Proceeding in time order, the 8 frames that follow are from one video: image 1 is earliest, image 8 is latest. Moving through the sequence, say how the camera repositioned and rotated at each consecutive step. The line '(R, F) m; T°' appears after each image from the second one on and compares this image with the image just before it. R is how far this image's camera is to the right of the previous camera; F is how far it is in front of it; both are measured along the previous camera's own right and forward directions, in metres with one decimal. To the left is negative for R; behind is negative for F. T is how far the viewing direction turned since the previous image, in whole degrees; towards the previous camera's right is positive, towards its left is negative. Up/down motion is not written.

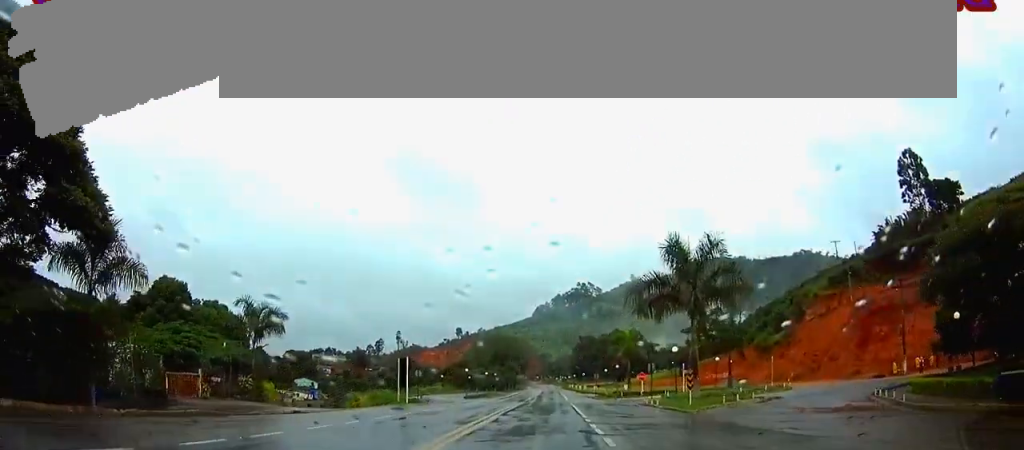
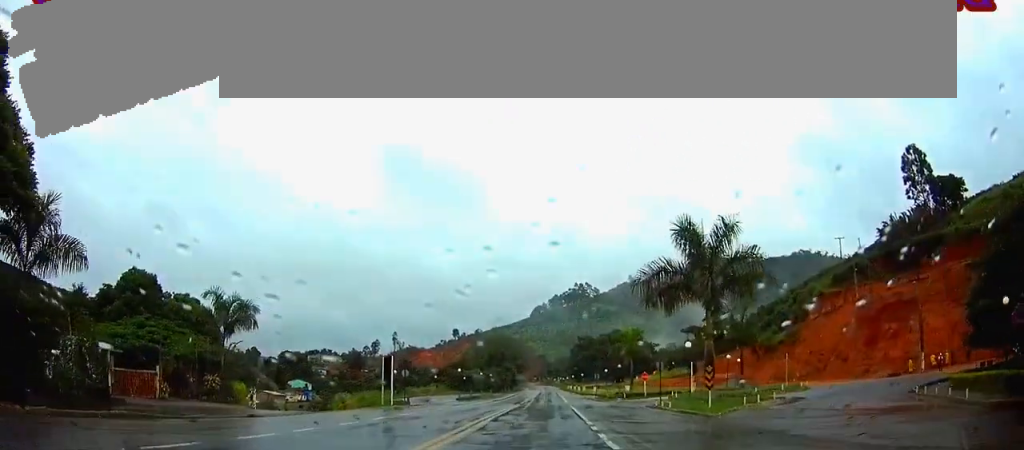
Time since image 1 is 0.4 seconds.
(0.0, +4.0) m; 0°
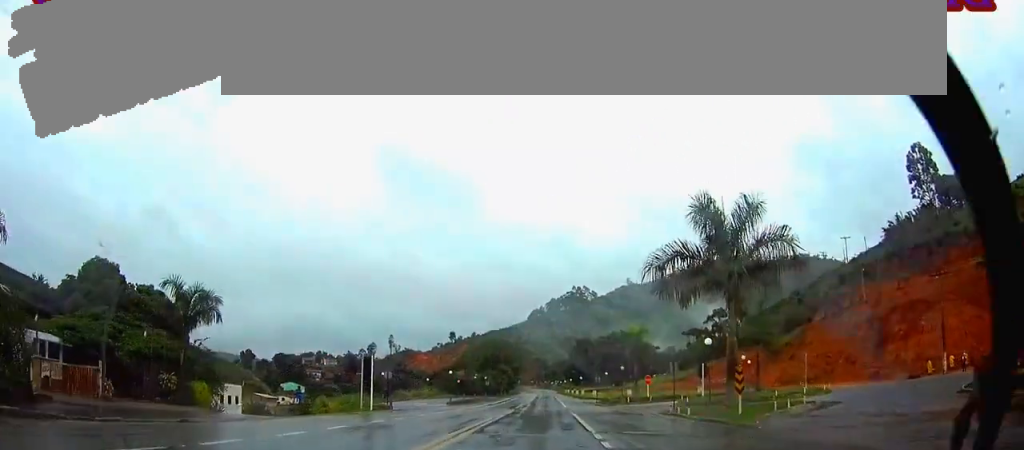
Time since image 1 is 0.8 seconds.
(0.0, +4.7) m; 0°
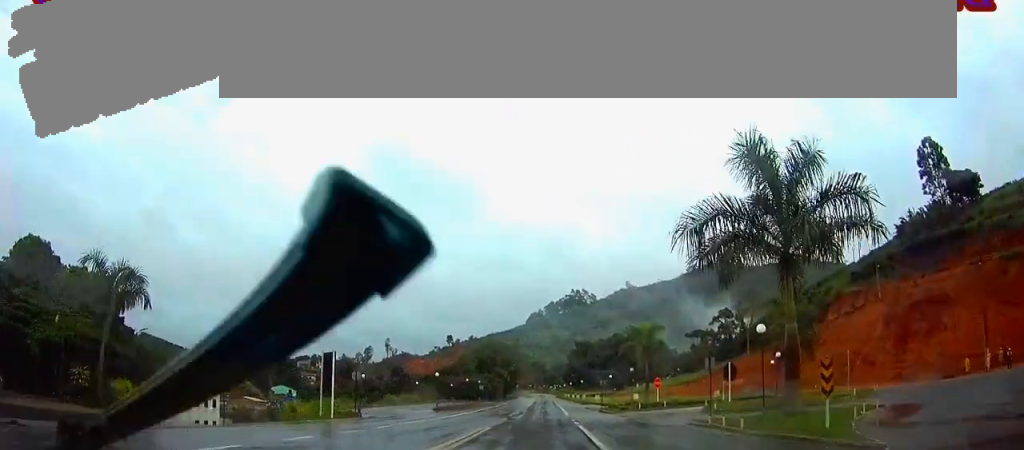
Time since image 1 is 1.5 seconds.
(0.0, +7.3) m; +1°
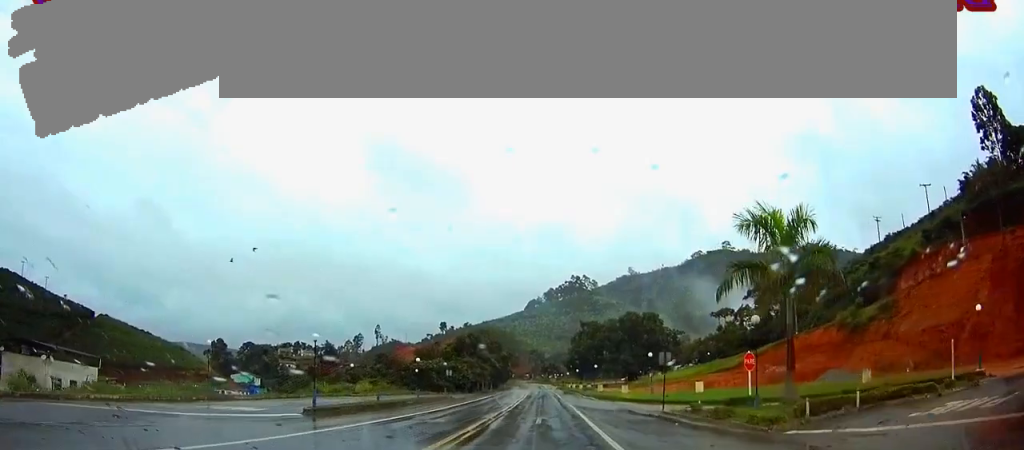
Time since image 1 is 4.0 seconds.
(+0.2, +31.0) m; 0°
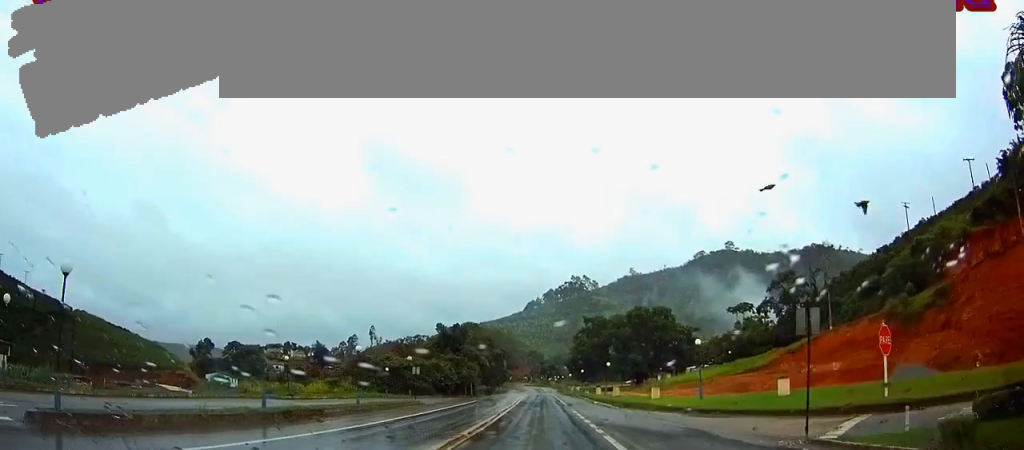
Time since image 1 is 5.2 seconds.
(0.0, +15.5) m; -1°
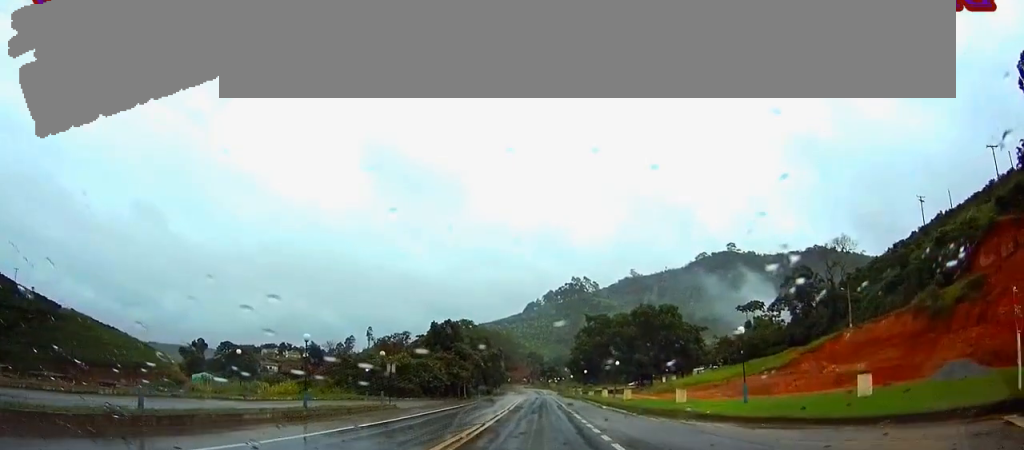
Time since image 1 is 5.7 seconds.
(0.0, +7.5) m; 0°
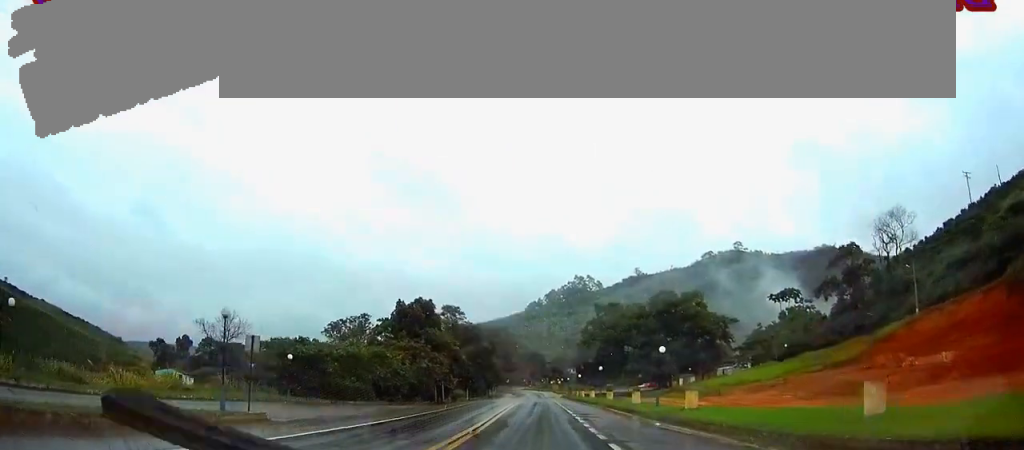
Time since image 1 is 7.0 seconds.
(+0.1, +19.4) m; 0°
